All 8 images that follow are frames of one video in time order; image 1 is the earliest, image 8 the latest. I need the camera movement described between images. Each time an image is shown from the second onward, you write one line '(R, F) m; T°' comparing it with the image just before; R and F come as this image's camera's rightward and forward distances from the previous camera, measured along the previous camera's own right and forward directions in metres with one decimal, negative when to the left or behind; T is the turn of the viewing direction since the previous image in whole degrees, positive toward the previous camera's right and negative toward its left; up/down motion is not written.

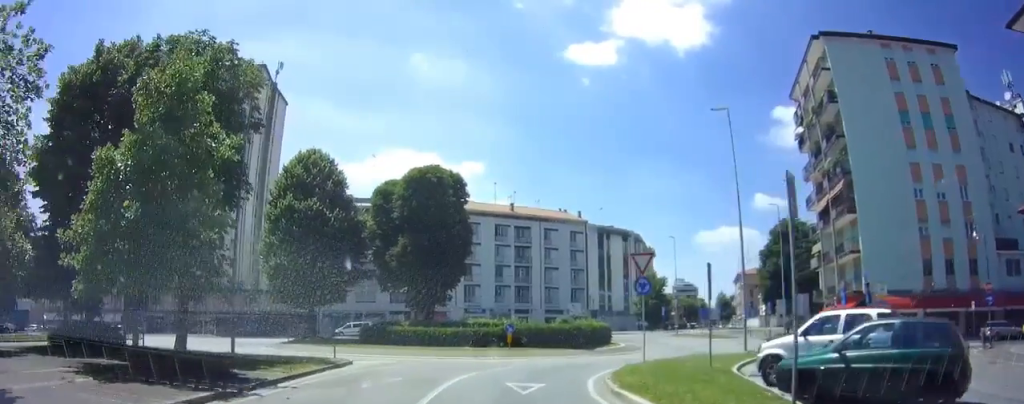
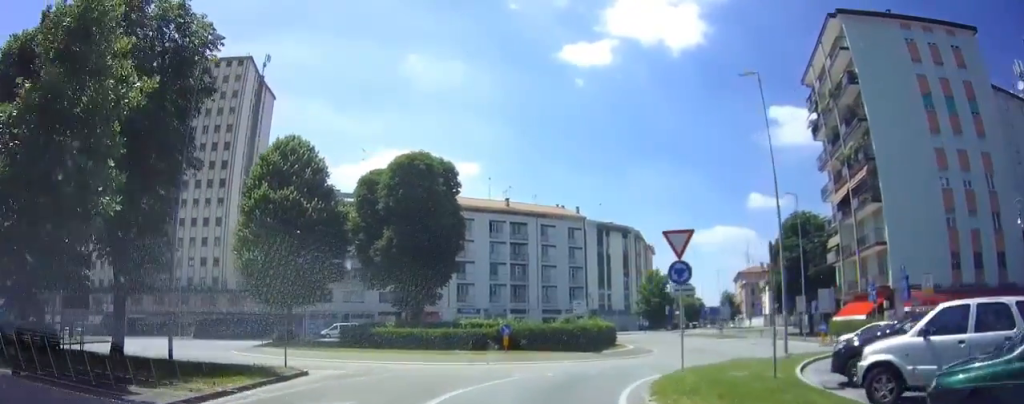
(0.0, +4.0) m; +1°
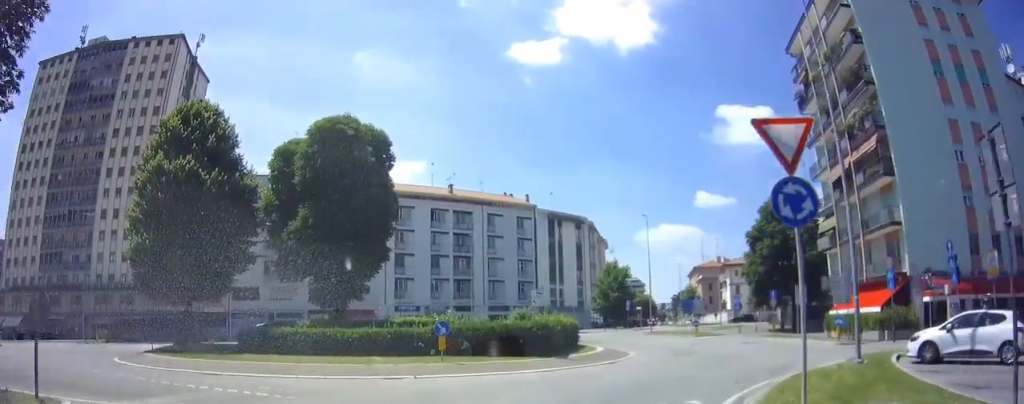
(+0.3, +7.7) m; +8°
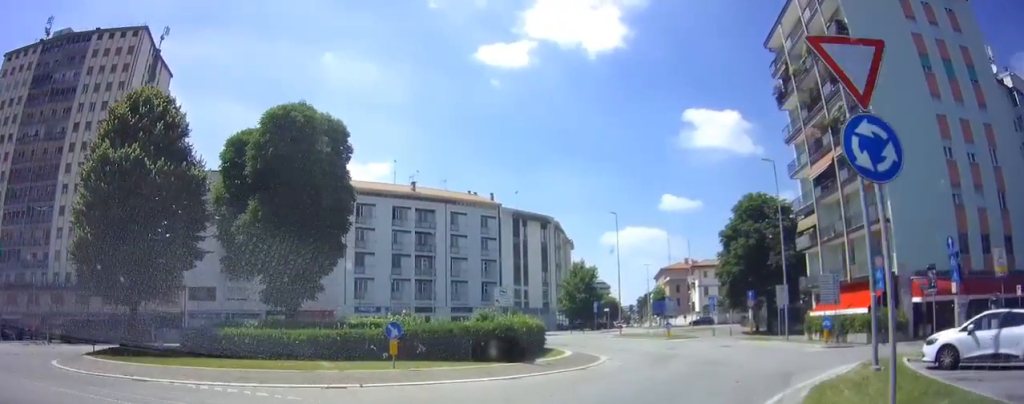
(0.0, +2.6) m; +4°
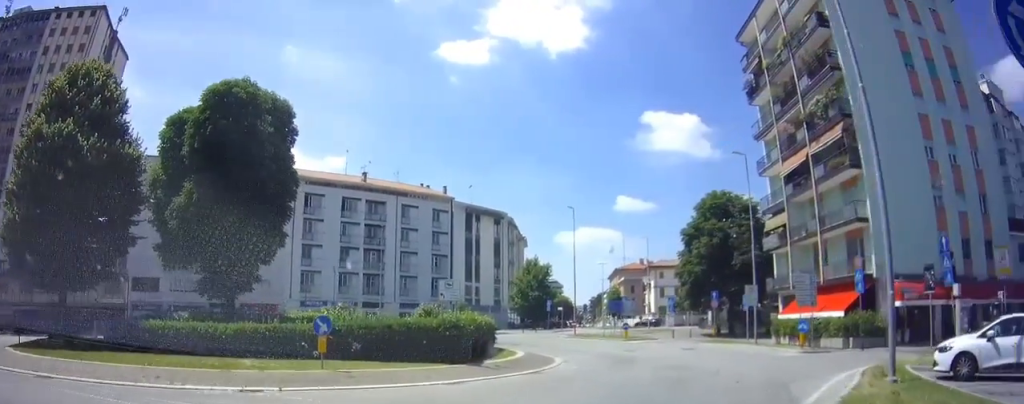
(+0.2, +2.7) m; +4°
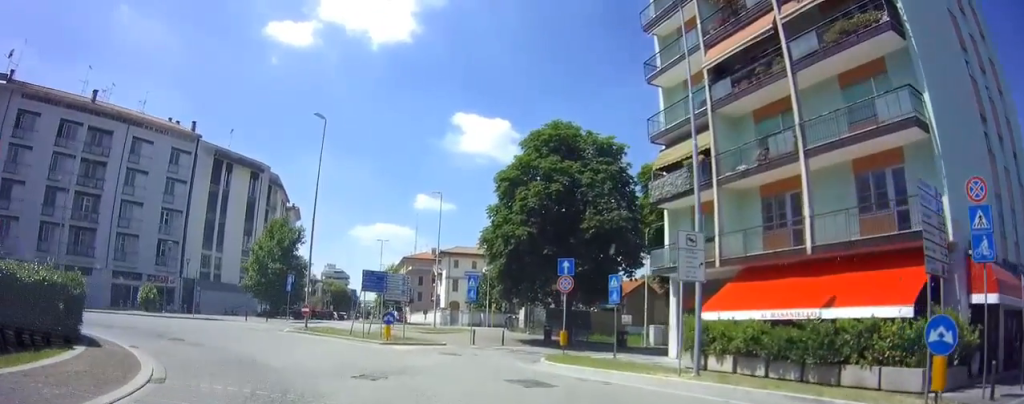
(+3.7, +18.1) m; +17°
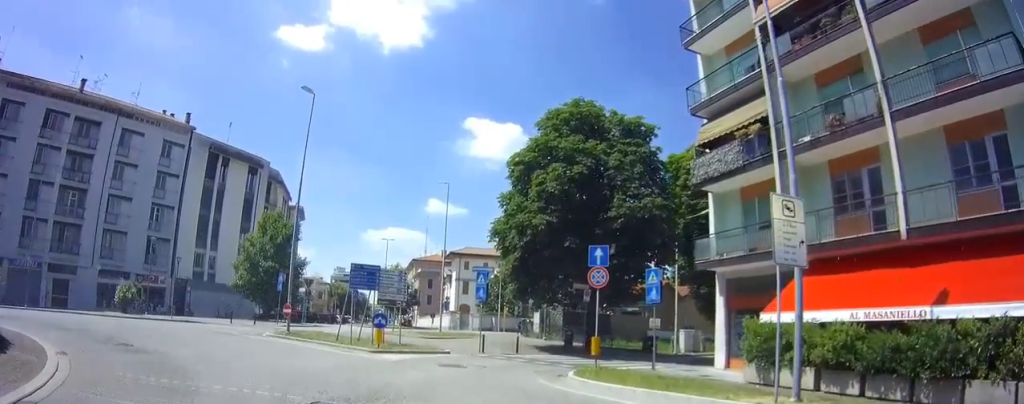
(-0.1, +4.1) m; 0°
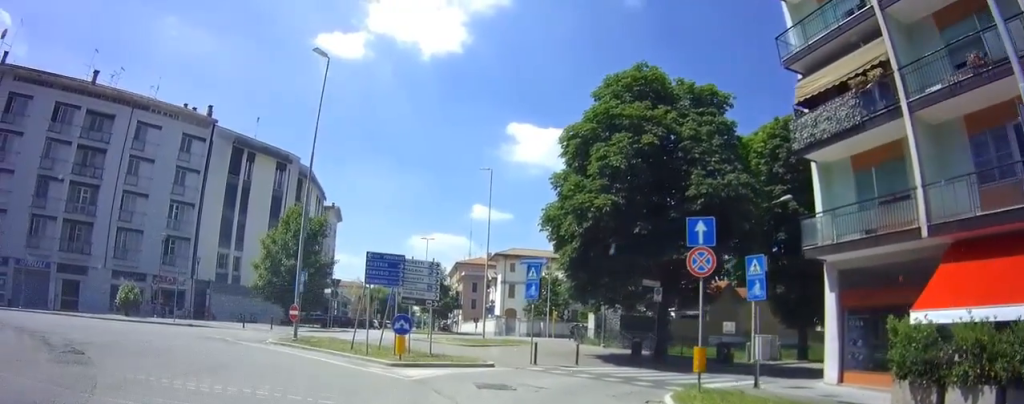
(0.0, +5.0) m; +1°
